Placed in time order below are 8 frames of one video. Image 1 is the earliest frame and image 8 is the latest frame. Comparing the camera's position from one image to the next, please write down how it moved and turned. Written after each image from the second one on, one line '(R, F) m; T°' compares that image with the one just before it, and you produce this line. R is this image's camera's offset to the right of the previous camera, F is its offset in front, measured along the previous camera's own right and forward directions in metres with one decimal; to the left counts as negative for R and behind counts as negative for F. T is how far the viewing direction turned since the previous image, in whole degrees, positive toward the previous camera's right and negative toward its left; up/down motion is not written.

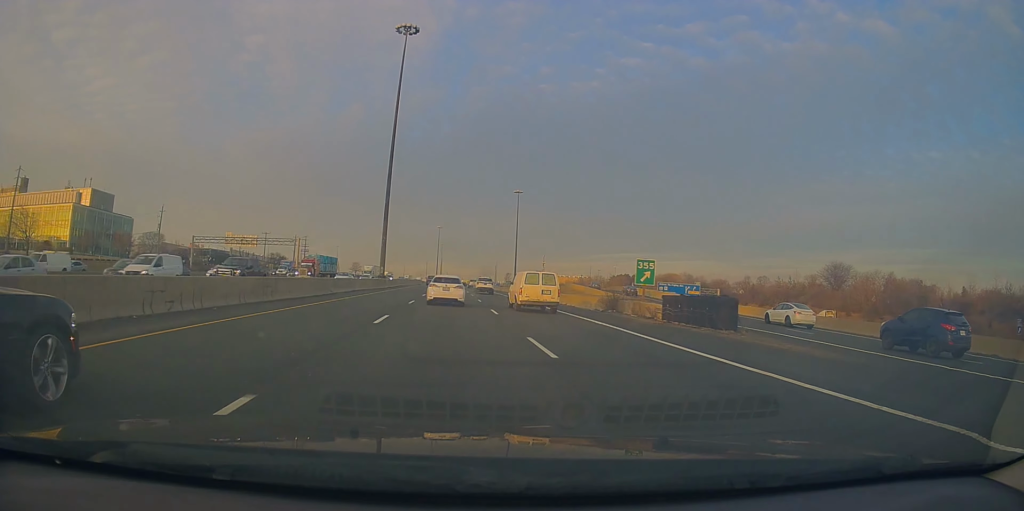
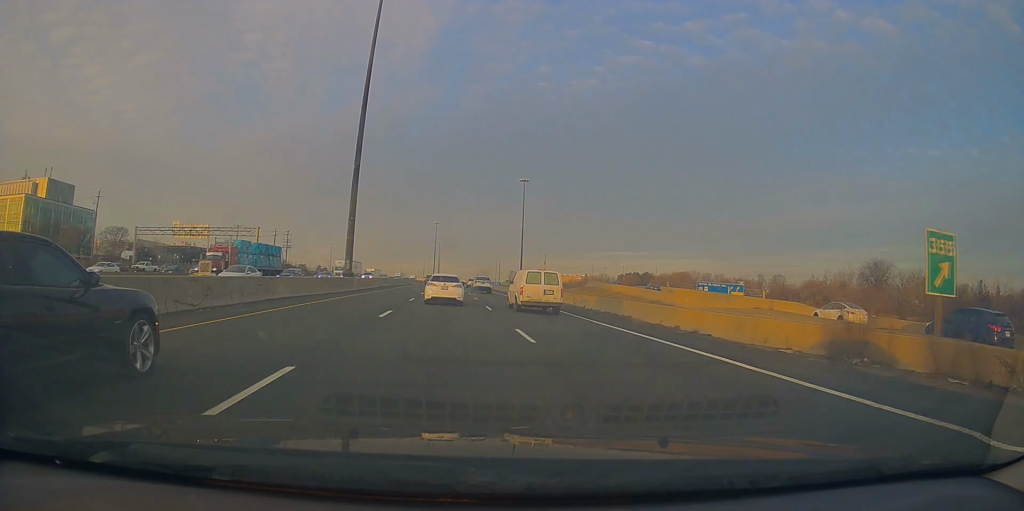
(-0.2, +22.4) m; 0°
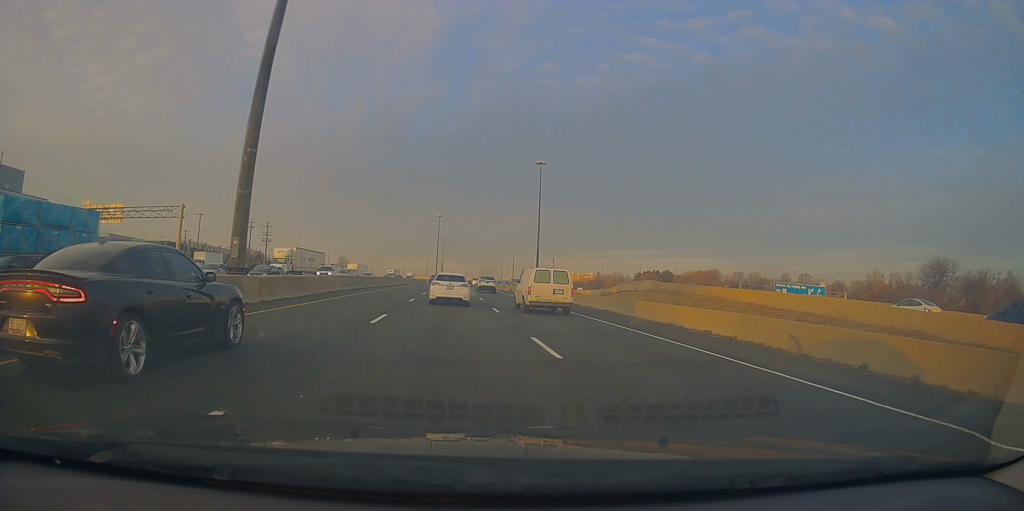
(+0.5, +27.1) m; 0°
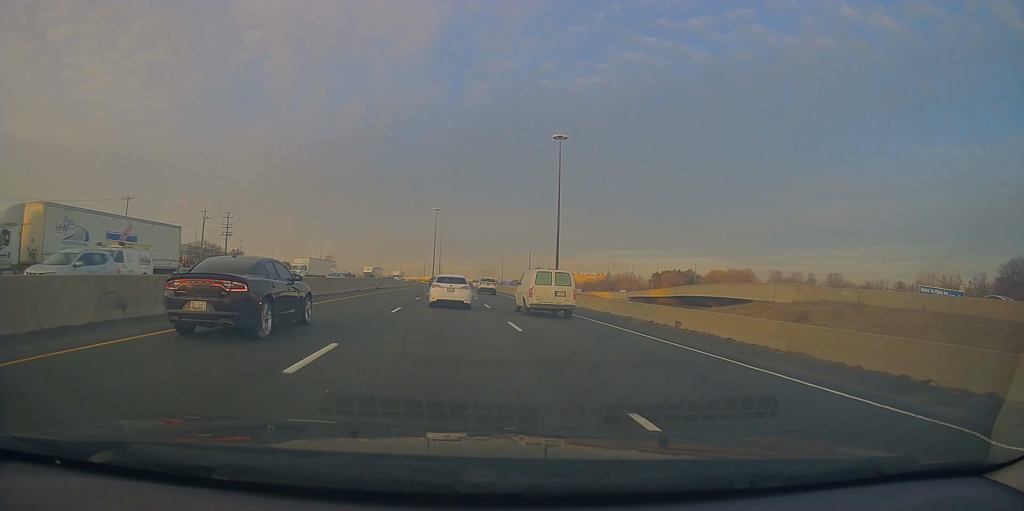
(-0.8, +32.1) m; -1°
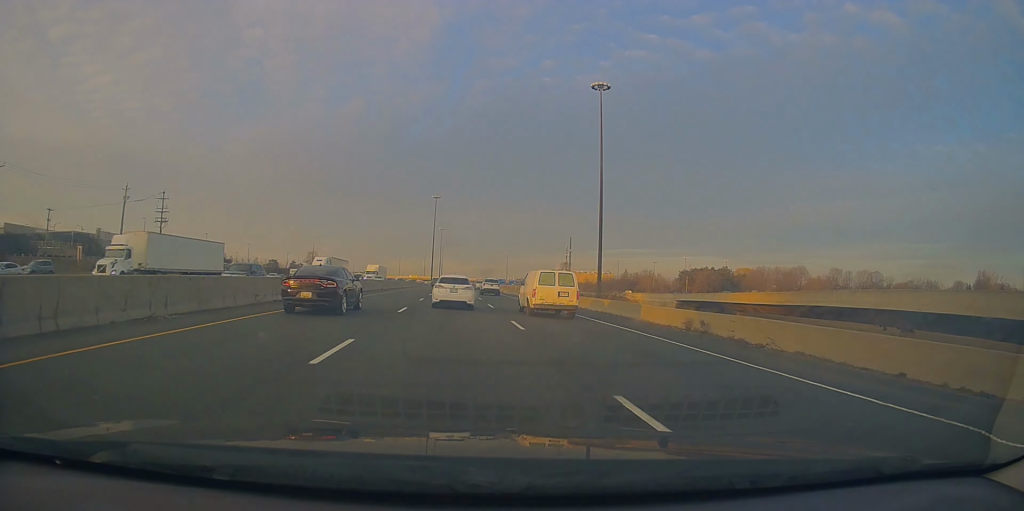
(+0.4, +36.5) m; 0°
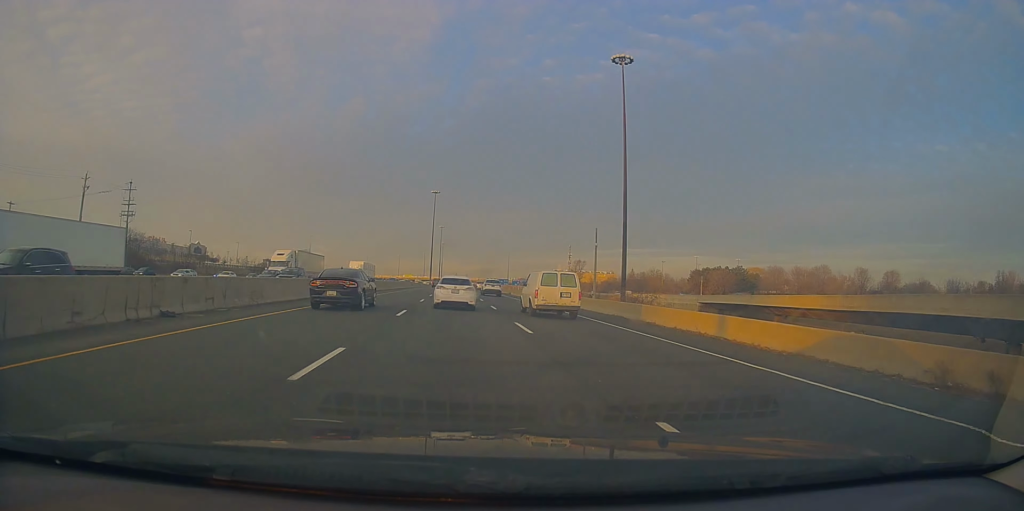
(+0.1, +13.2) m; 0°
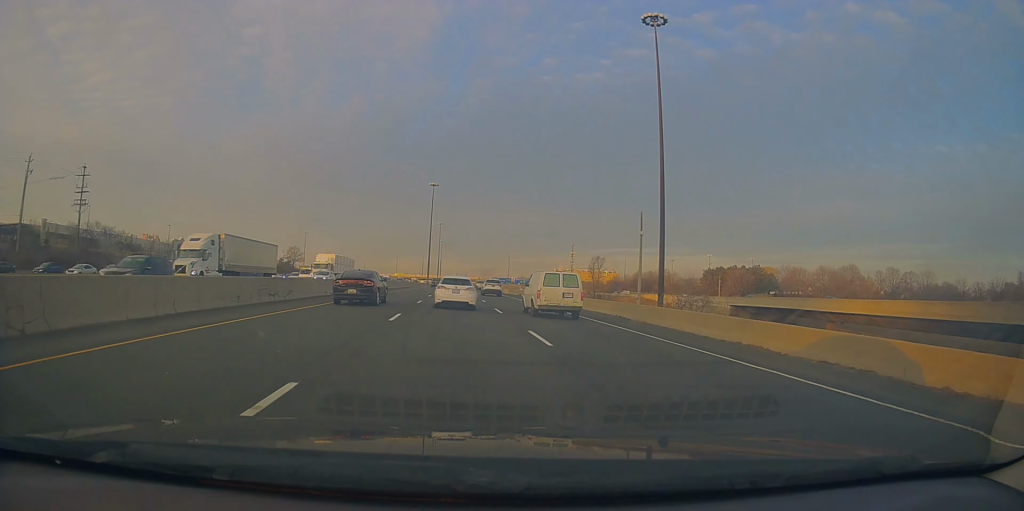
(-0.3, +14.9) m; 0°
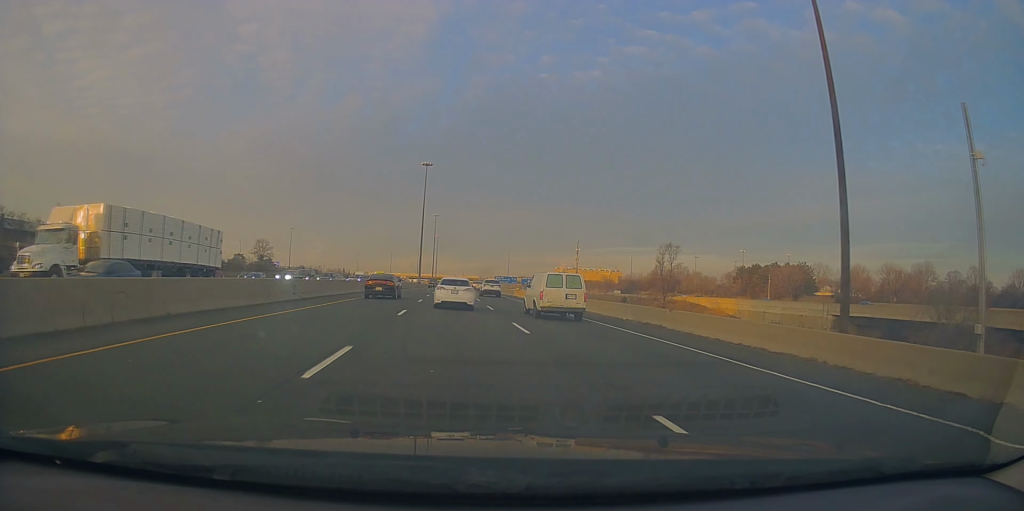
(+0.4, +33.3) m; +1°
